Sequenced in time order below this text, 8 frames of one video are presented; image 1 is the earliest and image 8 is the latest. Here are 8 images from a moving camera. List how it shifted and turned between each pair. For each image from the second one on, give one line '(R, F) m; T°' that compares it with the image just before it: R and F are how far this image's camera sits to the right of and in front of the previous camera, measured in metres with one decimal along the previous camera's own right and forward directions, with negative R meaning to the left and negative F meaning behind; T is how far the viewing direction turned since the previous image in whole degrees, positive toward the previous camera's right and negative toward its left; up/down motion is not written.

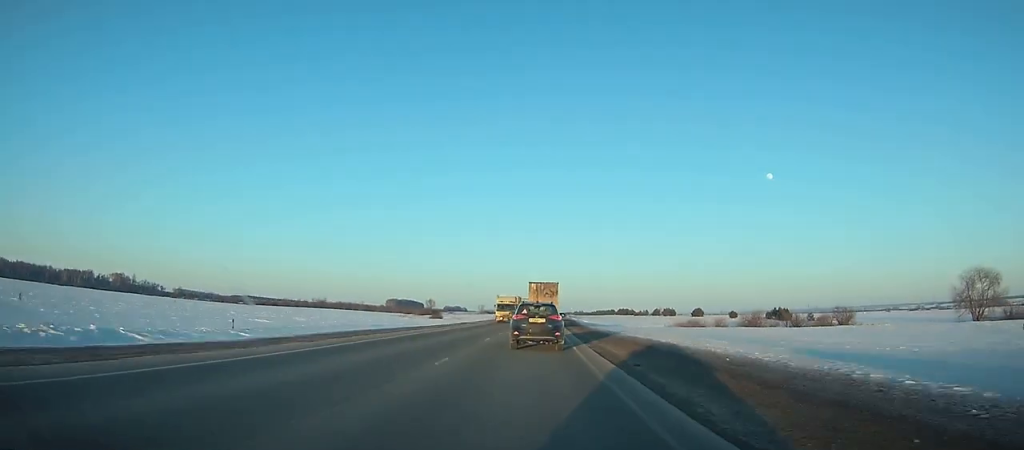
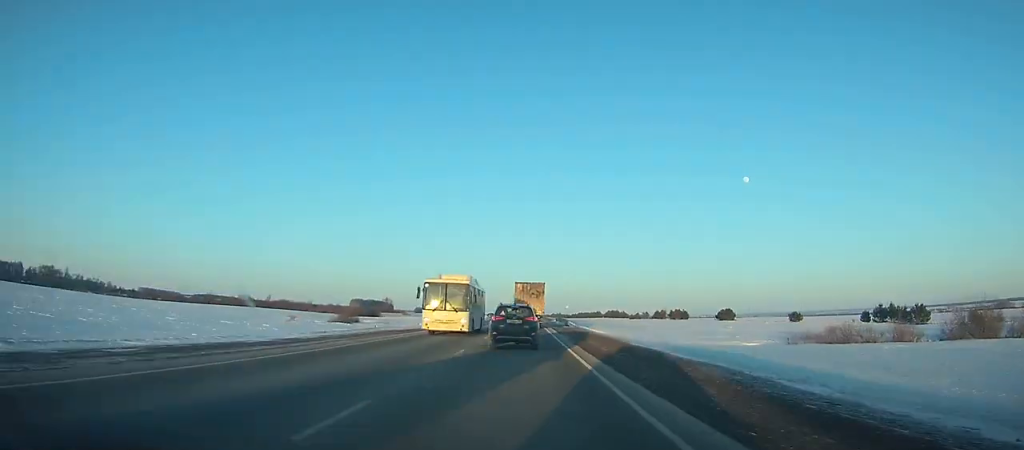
(+2.2, +82.0) m; +2°
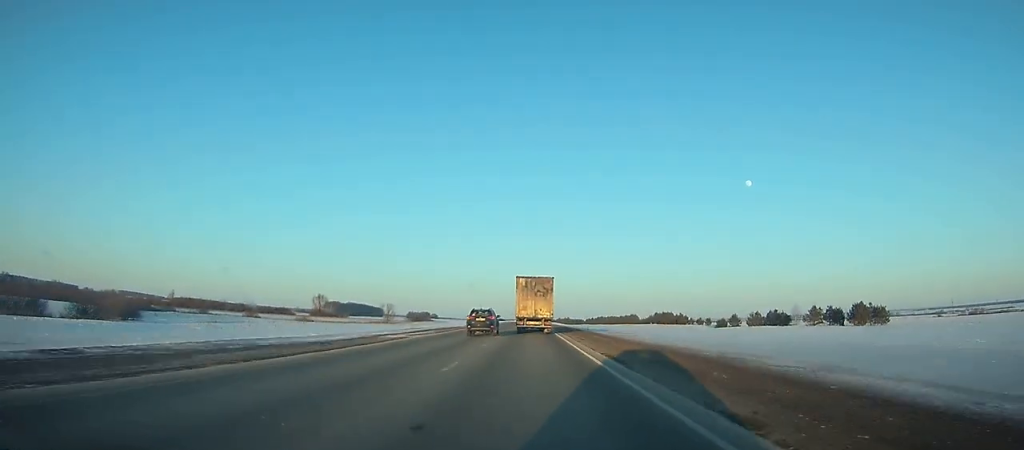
(+1.9, +165.5) m; 0°
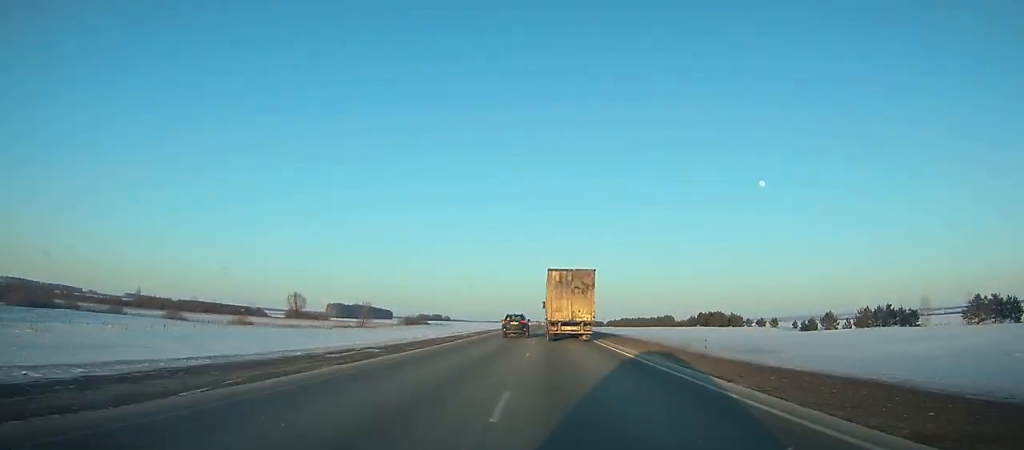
(-0.8, +54.9) m; -1°
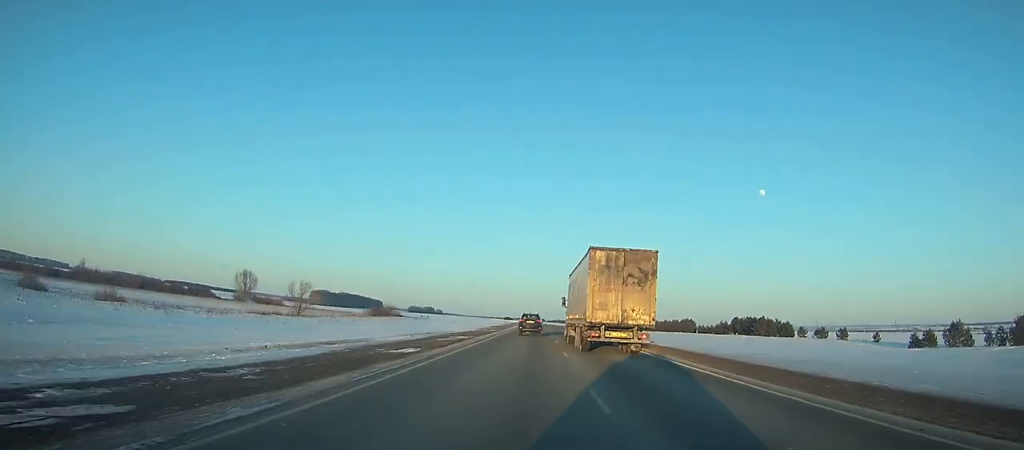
(-0.2, +46.7) m; 0°
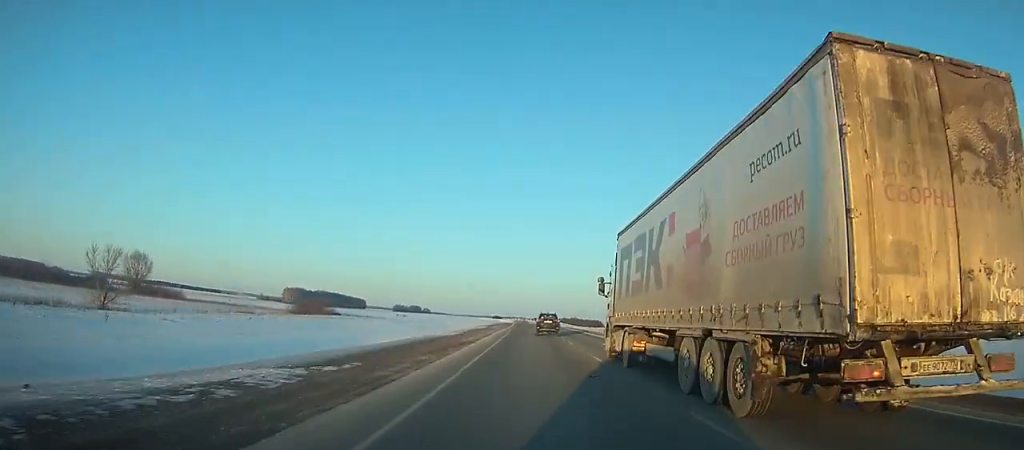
(-0.2, +62.5) m; +1°
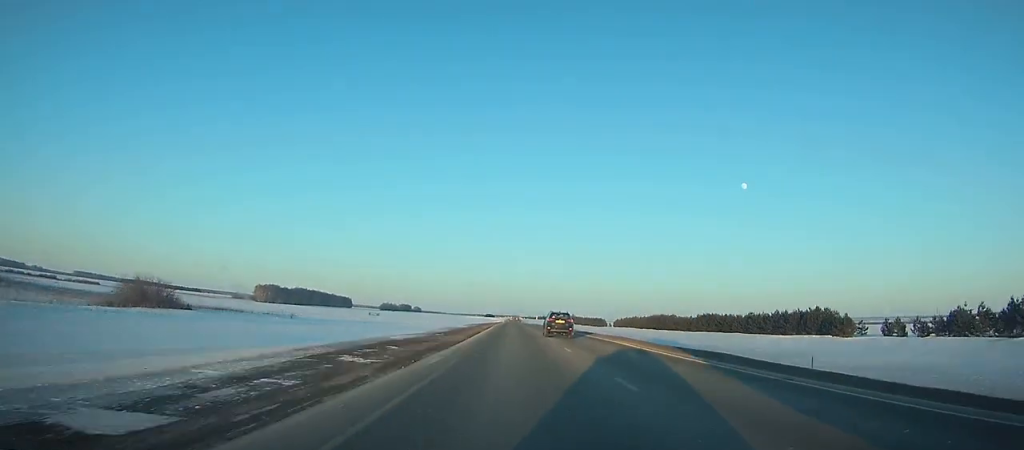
(+0.7, +65.2) m; +1°
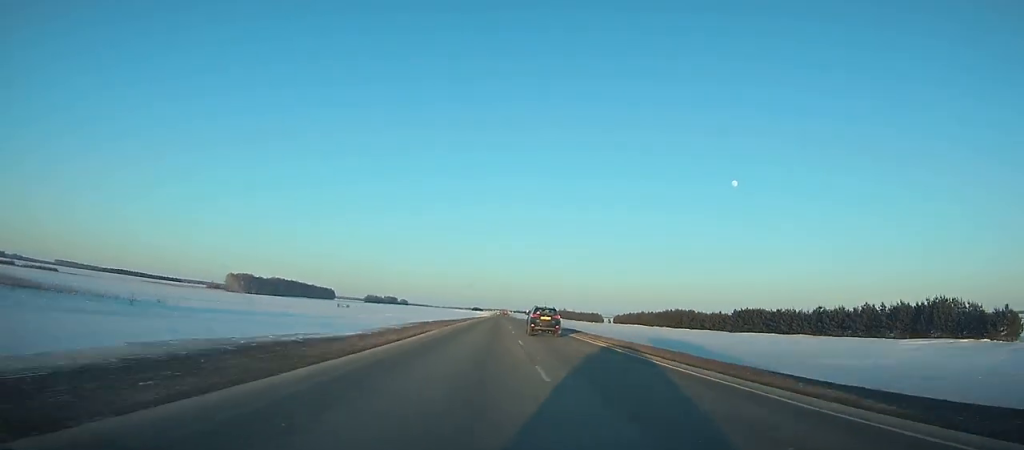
(+0.3, +44.9) m; 0°
